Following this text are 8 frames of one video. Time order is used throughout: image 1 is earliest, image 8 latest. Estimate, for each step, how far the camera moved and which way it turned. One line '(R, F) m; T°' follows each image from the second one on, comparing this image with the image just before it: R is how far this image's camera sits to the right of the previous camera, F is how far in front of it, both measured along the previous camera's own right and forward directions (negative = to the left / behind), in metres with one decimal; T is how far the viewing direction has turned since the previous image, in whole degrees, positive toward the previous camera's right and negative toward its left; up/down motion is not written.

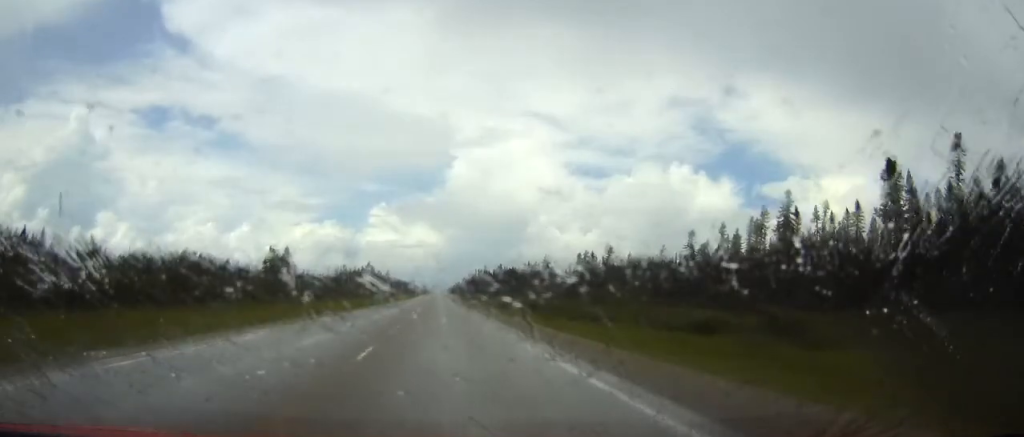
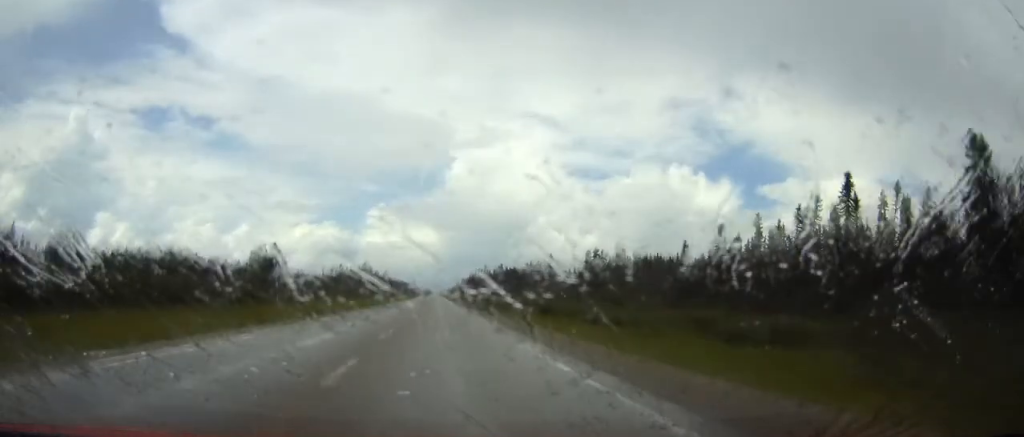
(0.0, +11.9) m; 0°
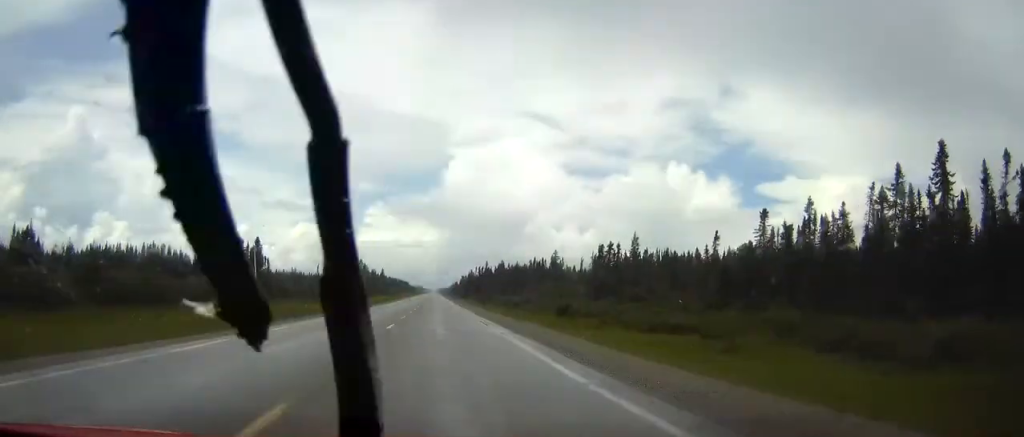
(0.0, +13.9) m; 0°
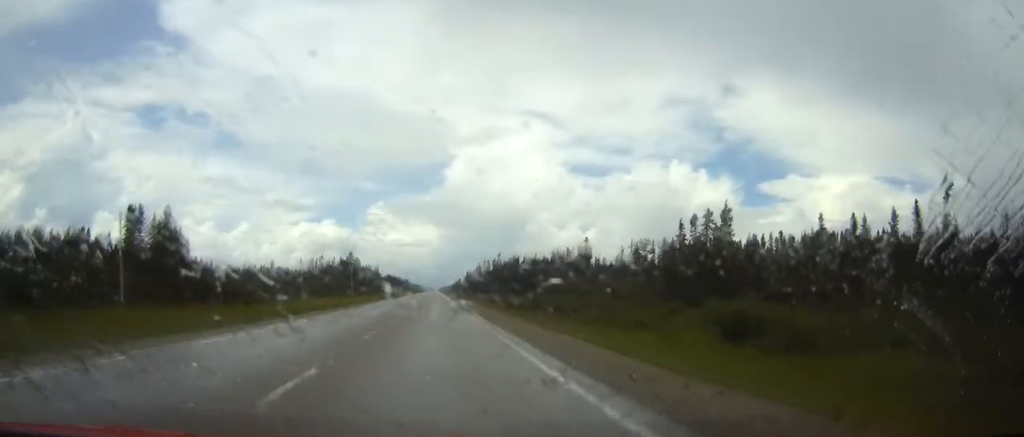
(0.0, +51.7) m; 0°
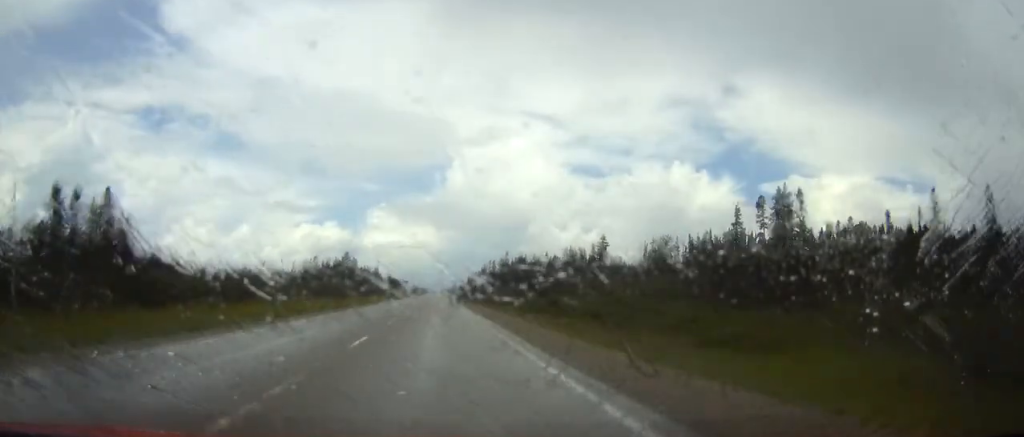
(0.0, +19.9) m; 0°
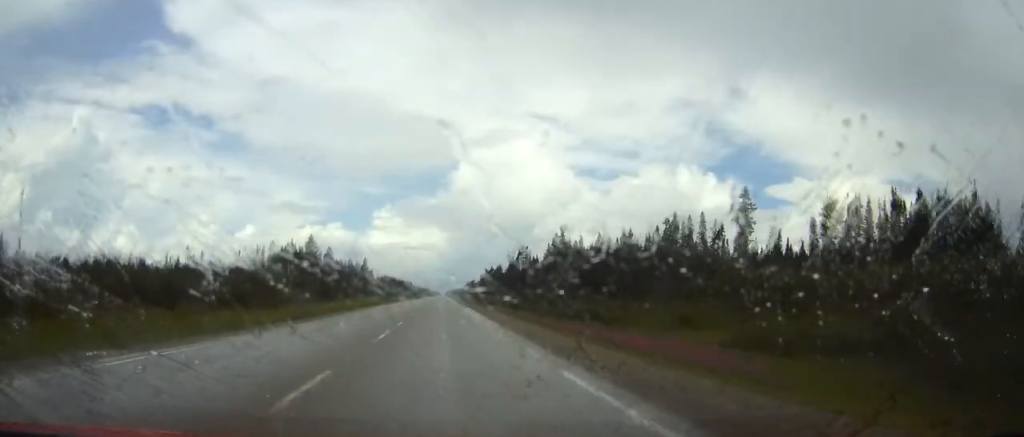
(-0.1, +89.3) m; 0°
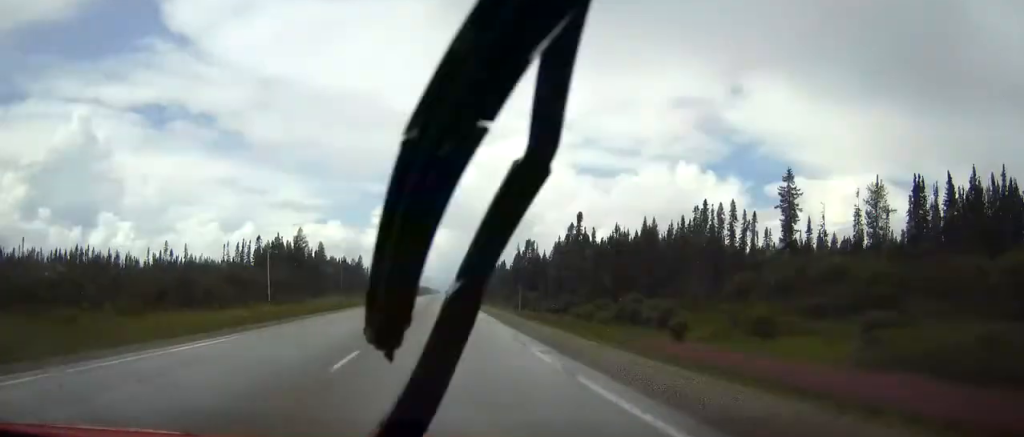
(0.0, +14.9) m; 0°
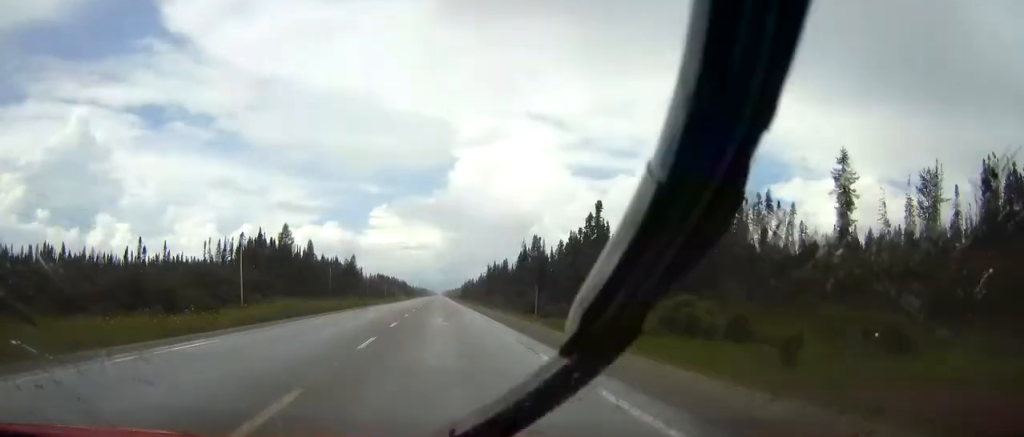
(0.0, +14.9) m; 0°
